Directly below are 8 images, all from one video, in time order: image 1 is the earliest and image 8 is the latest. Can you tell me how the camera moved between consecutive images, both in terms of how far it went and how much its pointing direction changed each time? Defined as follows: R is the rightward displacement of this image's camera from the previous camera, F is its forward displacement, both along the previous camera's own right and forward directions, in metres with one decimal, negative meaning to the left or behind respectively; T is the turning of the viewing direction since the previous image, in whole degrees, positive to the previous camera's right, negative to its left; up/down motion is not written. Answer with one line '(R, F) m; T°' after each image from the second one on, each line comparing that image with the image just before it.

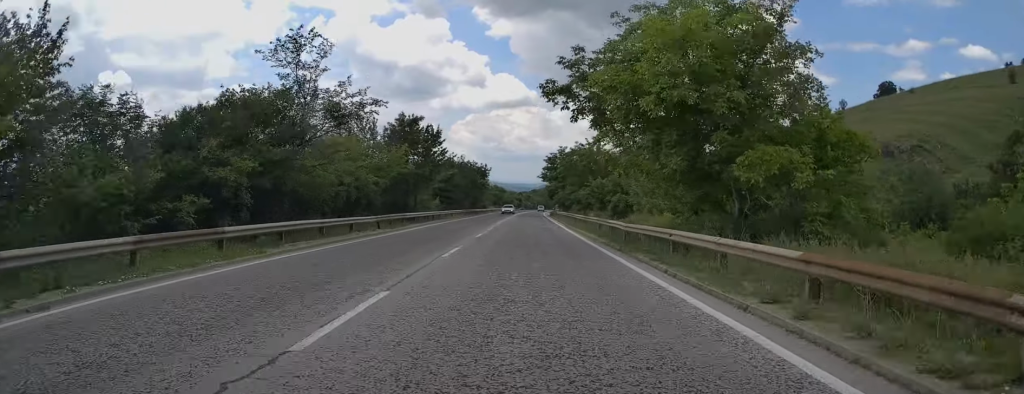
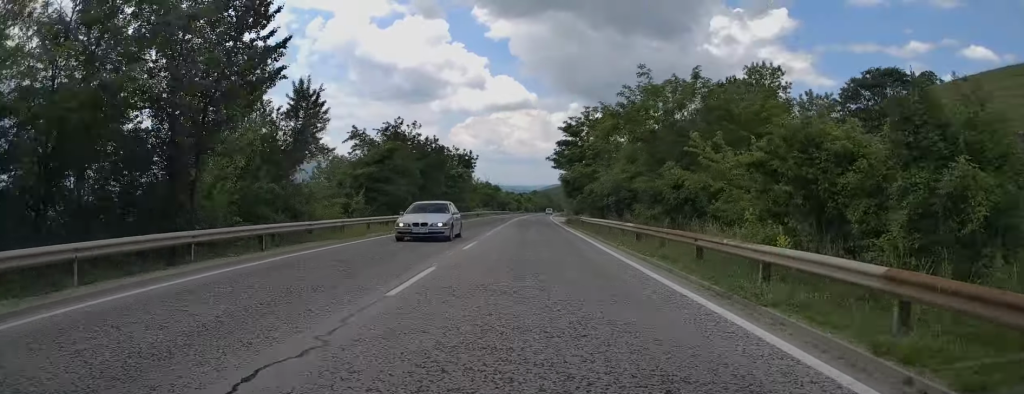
(0.0, +32.6) m; 0°
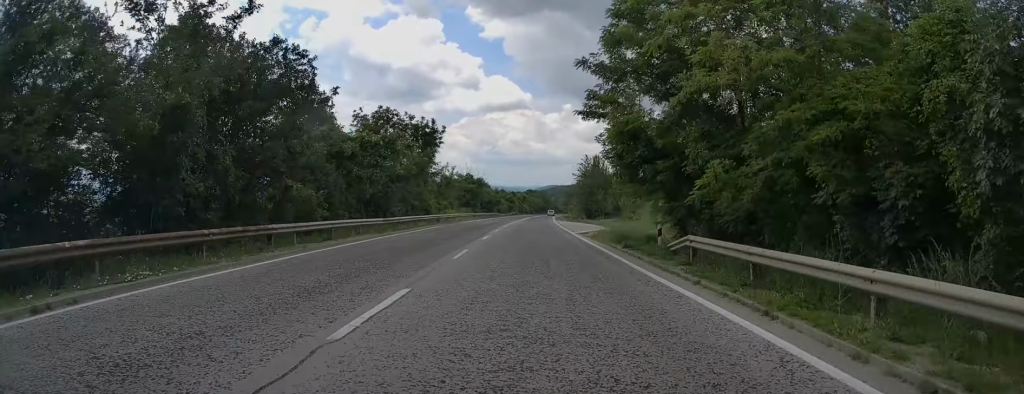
(0.0, +30.0) m; +1°
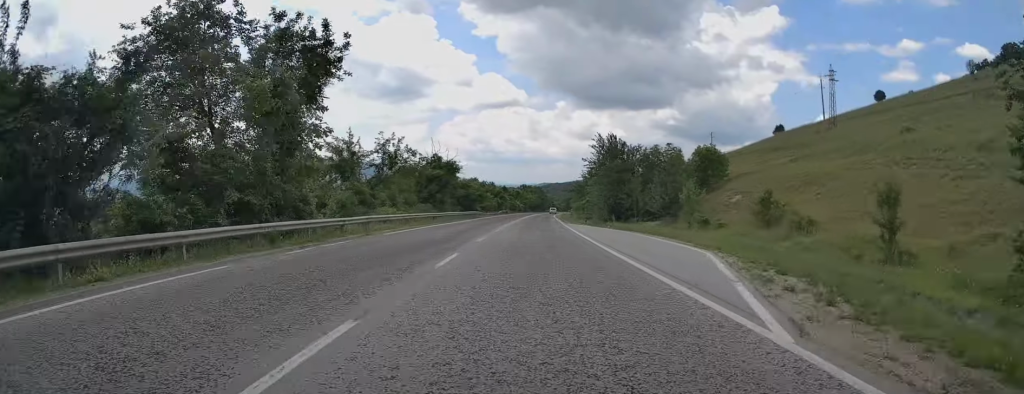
(+0.6, +29.2) m; +1°
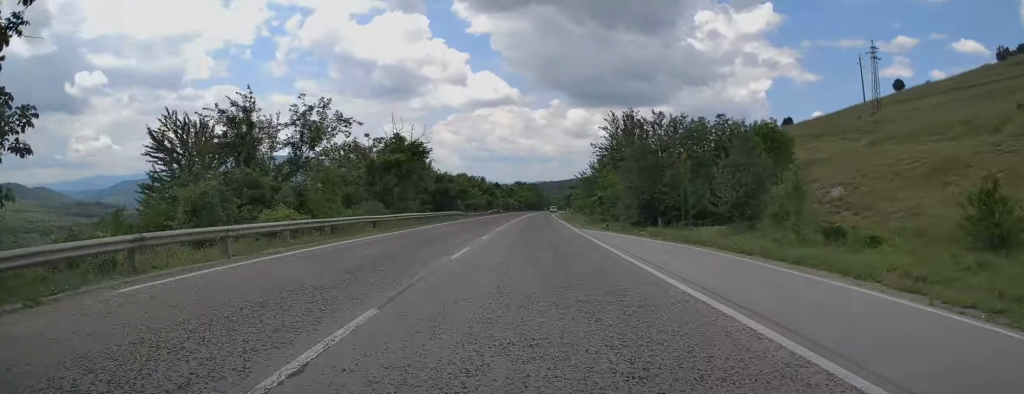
(0.0, +16.9) m; 0°
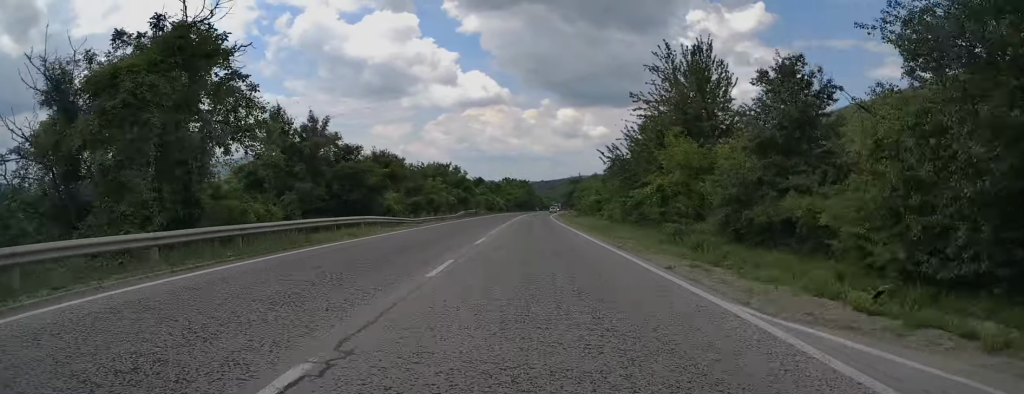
(0.0, +29.8) m; 0°
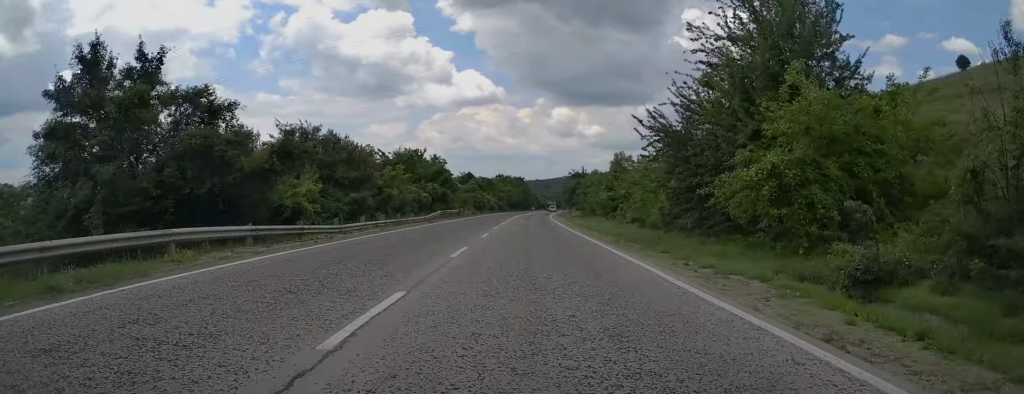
(0.0, +14.5) m; +1°
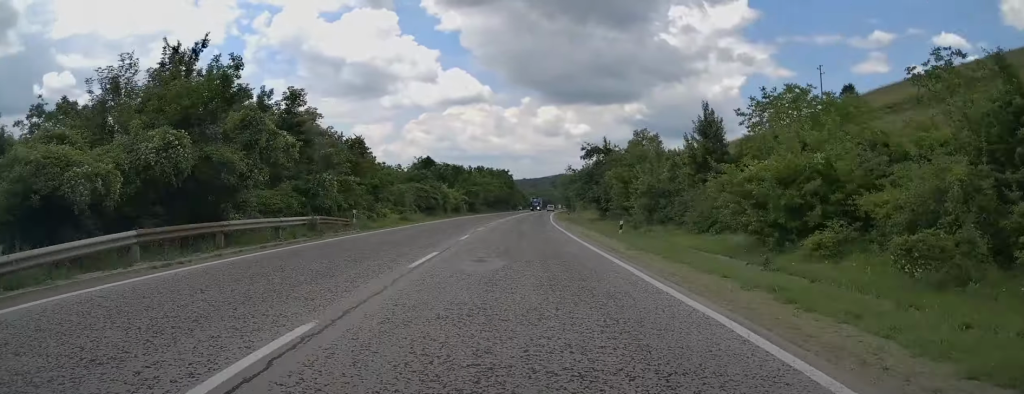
(+0.6, +38.5) m; +1°
